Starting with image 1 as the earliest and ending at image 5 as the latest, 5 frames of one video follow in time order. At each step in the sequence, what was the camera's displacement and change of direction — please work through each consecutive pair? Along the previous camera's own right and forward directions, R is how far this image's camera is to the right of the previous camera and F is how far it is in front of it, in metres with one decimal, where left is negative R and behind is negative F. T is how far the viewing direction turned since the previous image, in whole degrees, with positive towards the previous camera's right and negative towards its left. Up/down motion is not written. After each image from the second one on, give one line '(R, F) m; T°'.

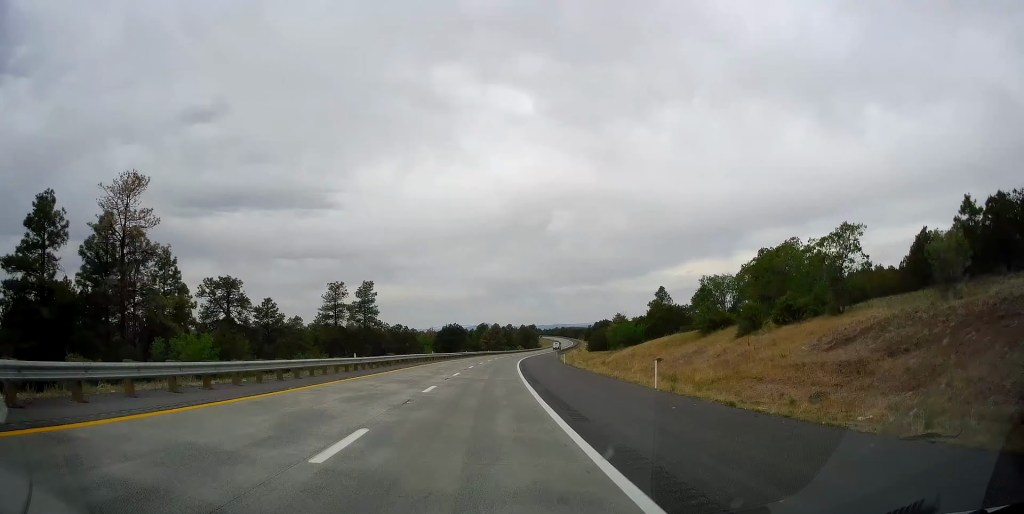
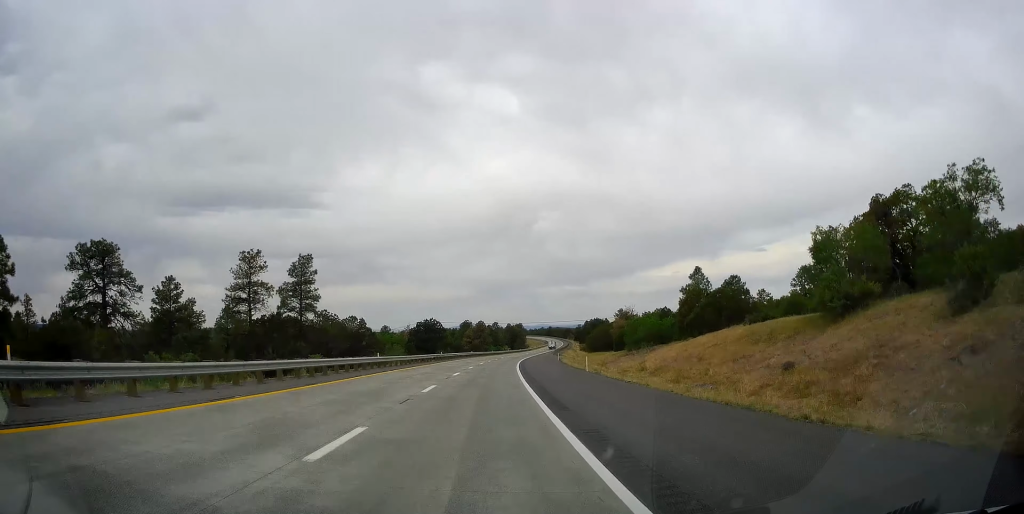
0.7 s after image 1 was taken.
(0.0, +23.8) m; +2°
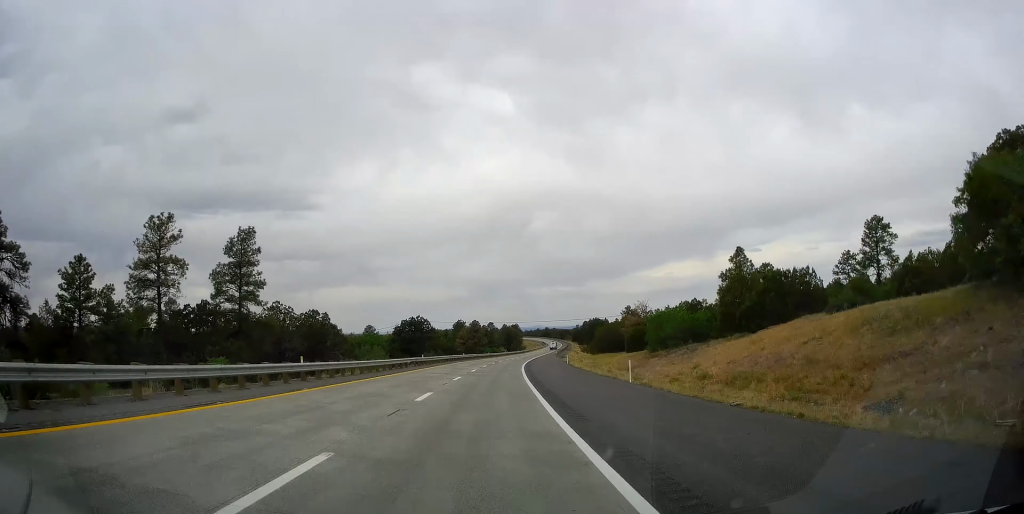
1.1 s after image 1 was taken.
(-0.1, +14.7) m; +2°
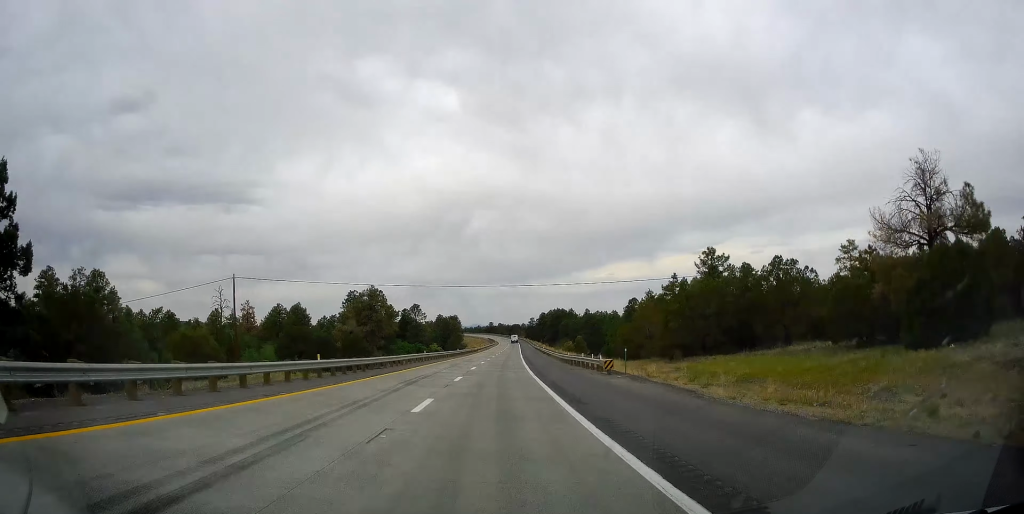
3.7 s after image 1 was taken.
(+9.5, +87.9) m; +8°
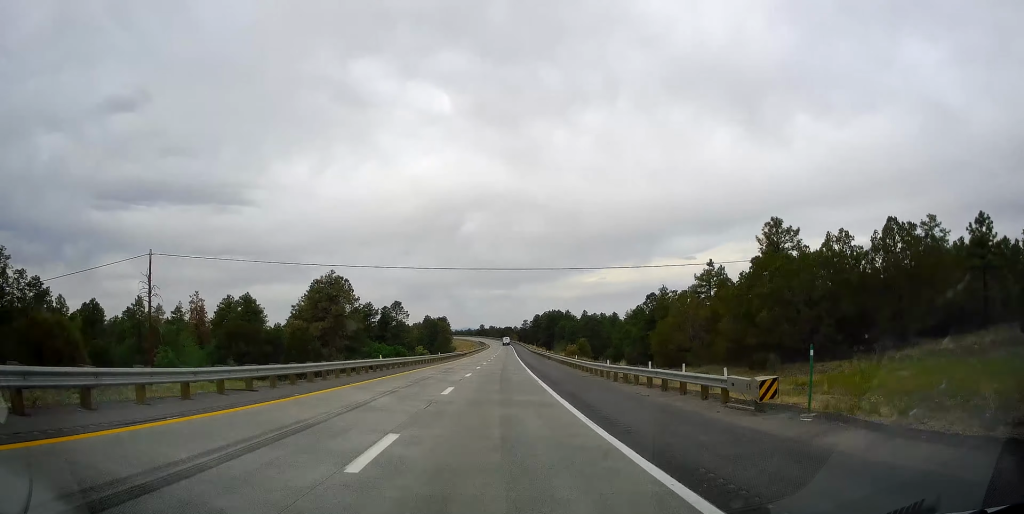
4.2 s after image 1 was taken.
(0.0, +18.5) m; +1°
